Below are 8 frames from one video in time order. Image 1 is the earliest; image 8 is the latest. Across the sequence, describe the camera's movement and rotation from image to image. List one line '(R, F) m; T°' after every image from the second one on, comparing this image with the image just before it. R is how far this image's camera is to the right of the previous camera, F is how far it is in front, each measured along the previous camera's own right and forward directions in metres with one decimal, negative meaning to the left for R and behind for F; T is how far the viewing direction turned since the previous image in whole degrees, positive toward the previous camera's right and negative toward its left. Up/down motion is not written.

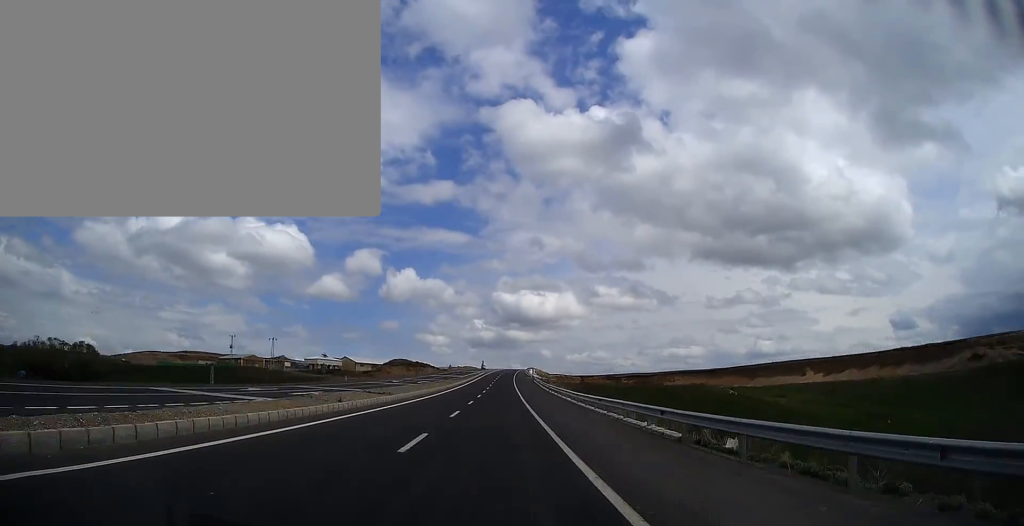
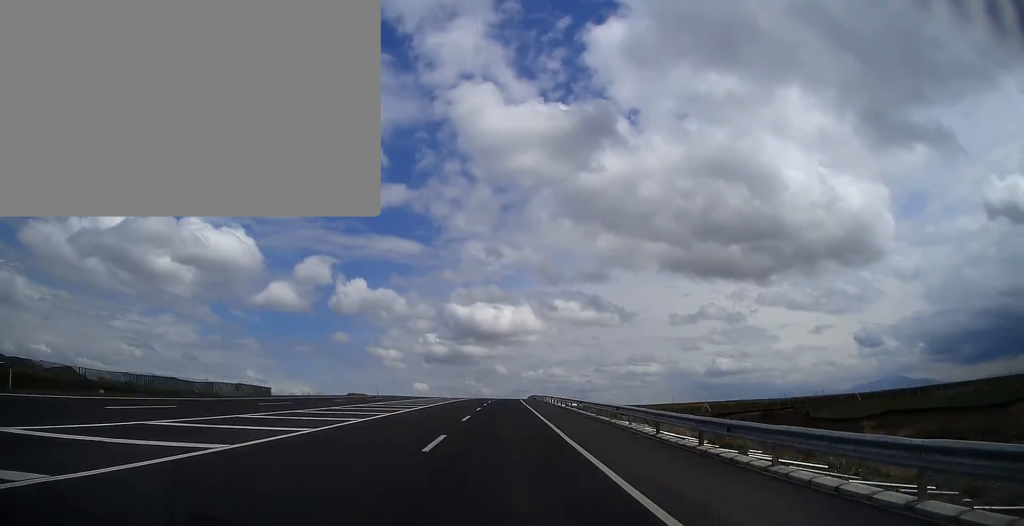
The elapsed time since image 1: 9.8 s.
(+9.0, +284.1) m; +4°
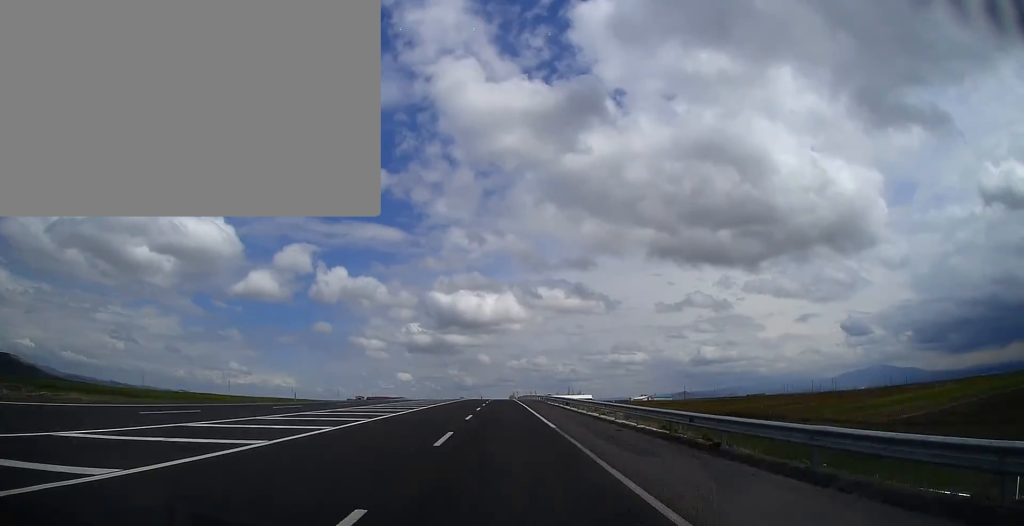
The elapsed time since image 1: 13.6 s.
(+2.3, +109.8) m; +1°
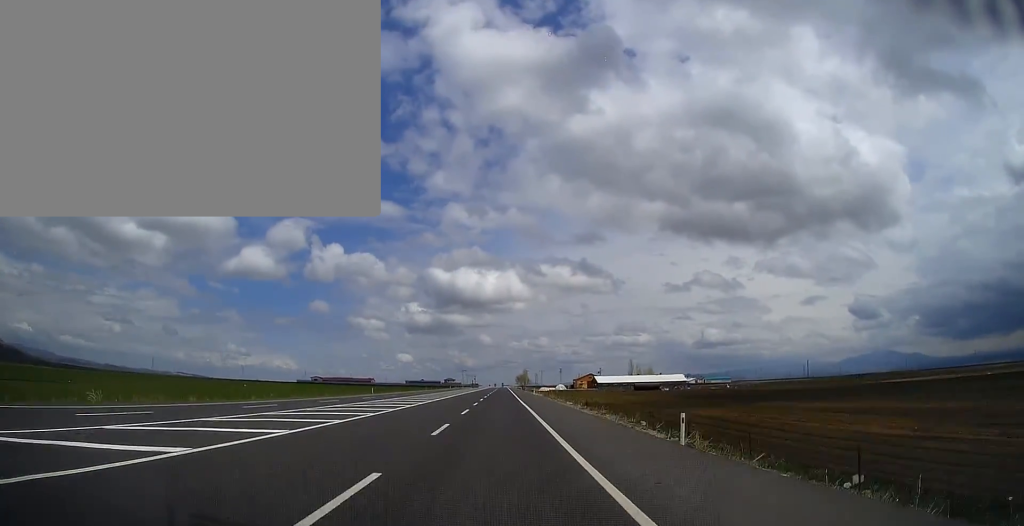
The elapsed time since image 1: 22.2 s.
(+1.7, +251.0) m; 0°
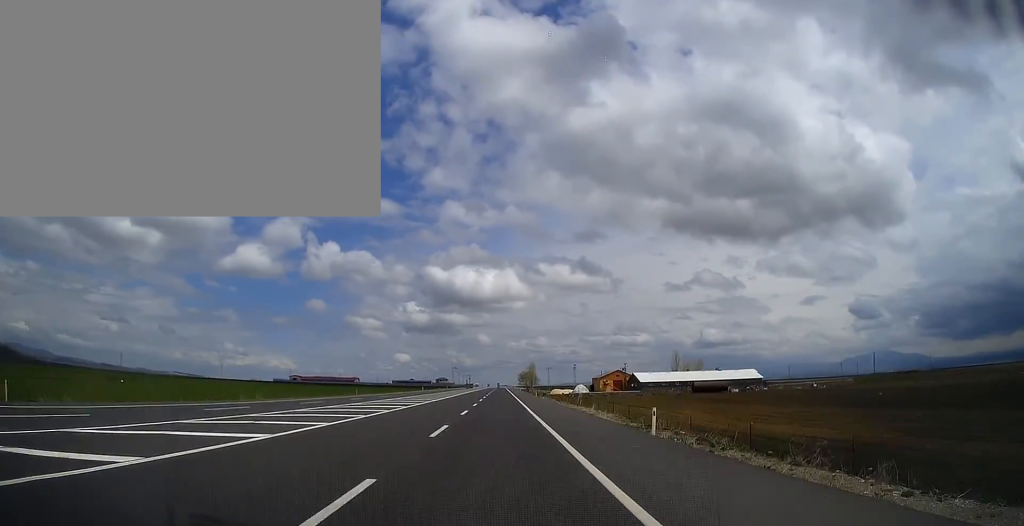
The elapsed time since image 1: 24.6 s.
(-0.1, +70.9) m; 0°
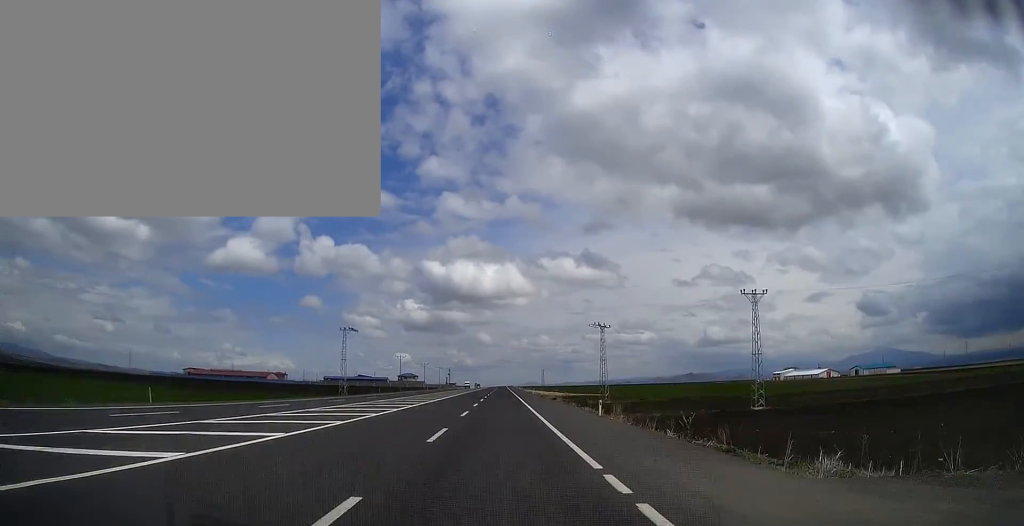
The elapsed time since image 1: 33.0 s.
(0.0, +248.0) m; 0°
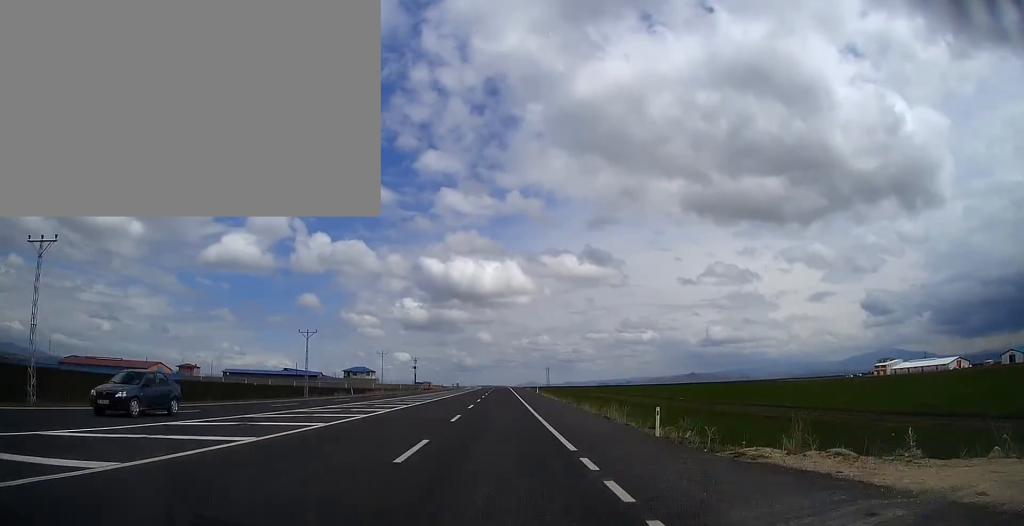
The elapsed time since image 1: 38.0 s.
(-0.1, +147.0) m; -1°
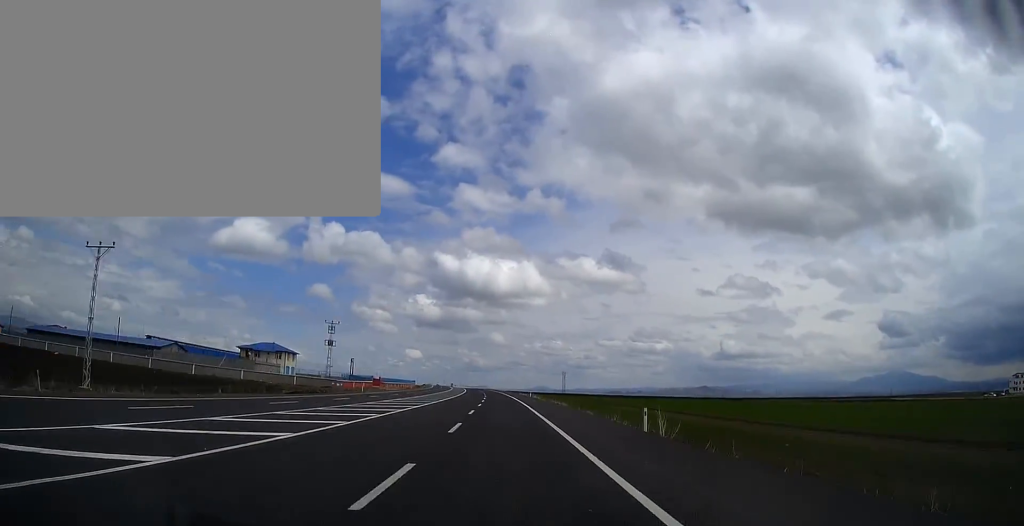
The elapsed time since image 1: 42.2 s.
(-1.4, +123.5) m; -2°
